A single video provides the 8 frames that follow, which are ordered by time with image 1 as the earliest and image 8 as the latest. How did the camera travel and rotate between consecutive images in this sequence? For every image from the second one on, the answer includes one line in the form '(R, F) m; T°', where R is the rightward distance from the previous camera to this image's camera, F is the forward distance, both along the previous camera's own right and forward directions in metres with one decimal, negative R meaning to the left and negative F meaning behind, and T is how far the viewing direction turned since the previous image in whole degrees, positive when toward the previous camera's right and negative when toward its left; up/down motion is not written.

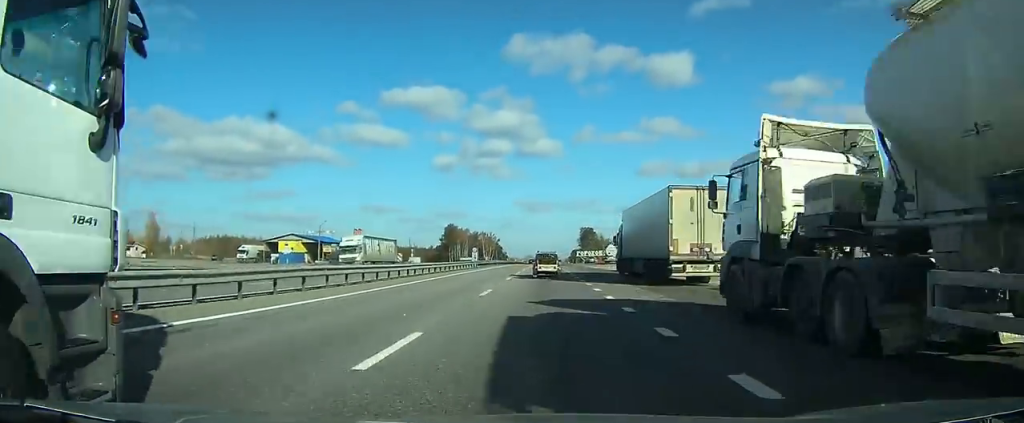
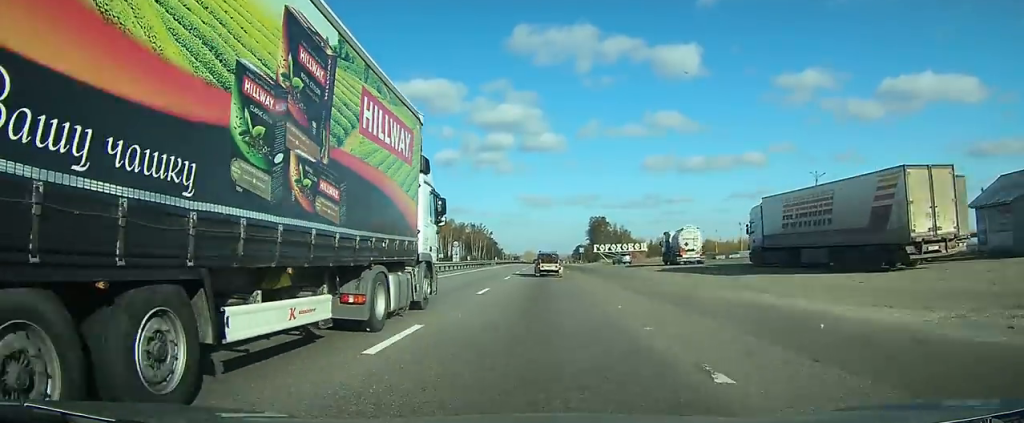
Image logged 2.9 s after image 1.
(+0.1, +57.7) m; 0°
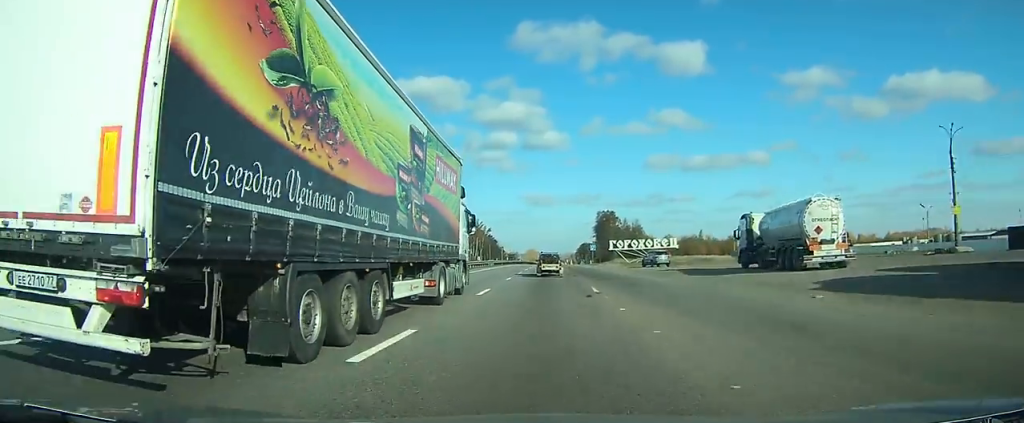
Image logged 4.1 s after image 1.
(0.0, +23.4) m; 0°
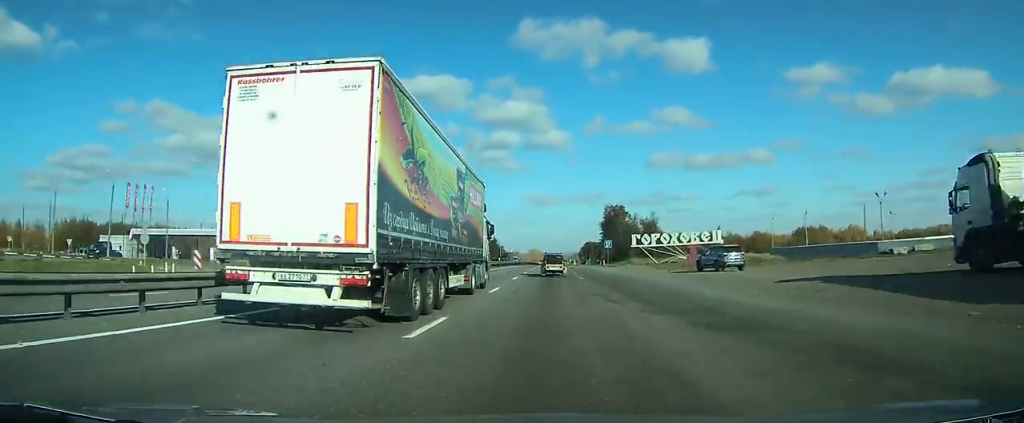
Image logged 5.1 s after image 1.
(0.0, +21.7) m; 0°
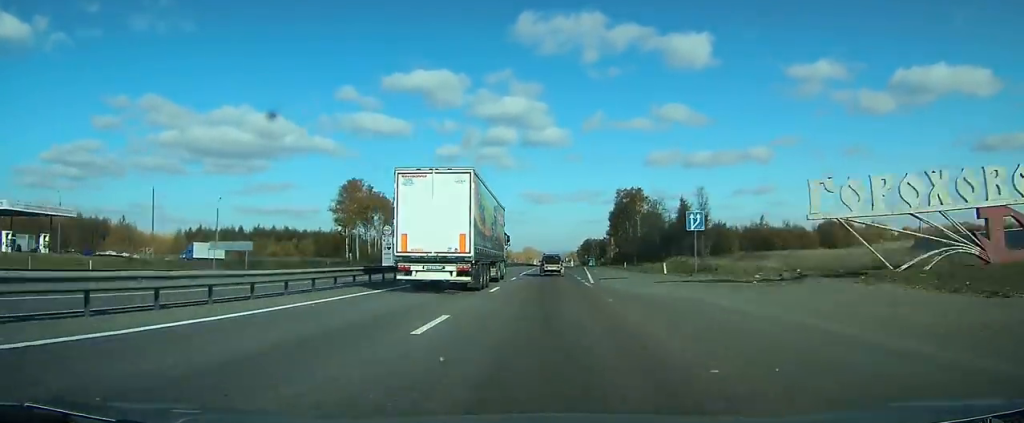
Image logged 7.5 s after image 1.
(0.0, +49.5) m; 0°
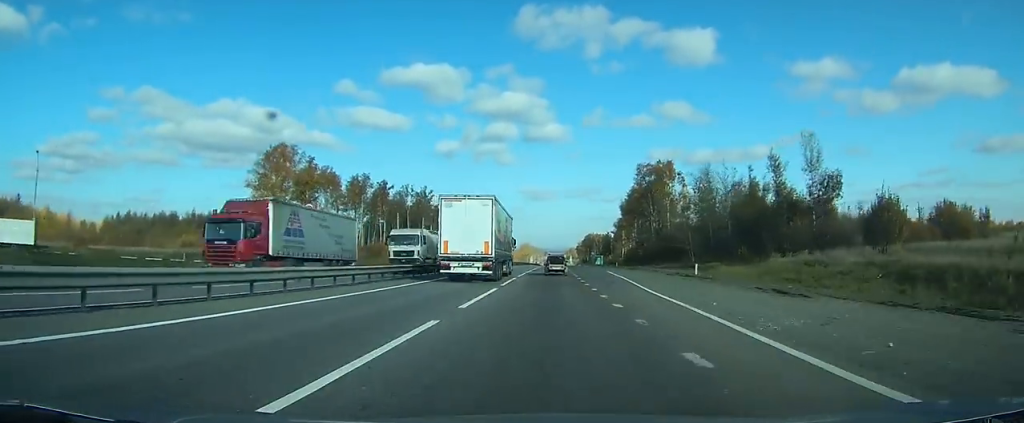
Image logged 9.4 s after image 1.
(+0.1, +41.0) m; 0°
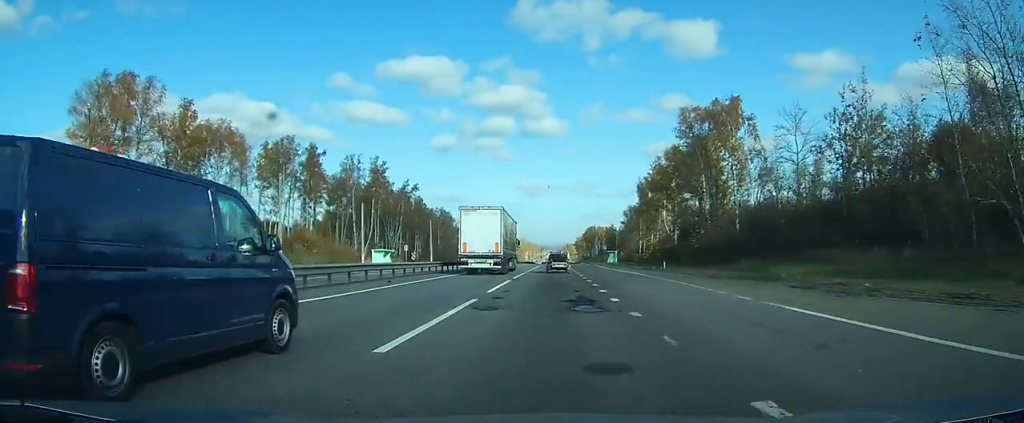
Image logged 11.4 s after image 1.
(+0.1, +41.9) m; 0°
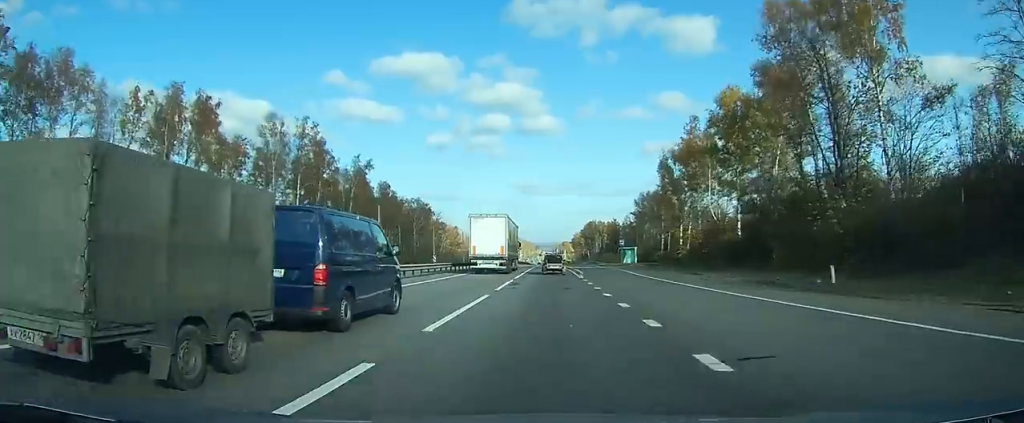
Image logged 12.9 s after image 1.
(0.0, +32.1) m; 0°
